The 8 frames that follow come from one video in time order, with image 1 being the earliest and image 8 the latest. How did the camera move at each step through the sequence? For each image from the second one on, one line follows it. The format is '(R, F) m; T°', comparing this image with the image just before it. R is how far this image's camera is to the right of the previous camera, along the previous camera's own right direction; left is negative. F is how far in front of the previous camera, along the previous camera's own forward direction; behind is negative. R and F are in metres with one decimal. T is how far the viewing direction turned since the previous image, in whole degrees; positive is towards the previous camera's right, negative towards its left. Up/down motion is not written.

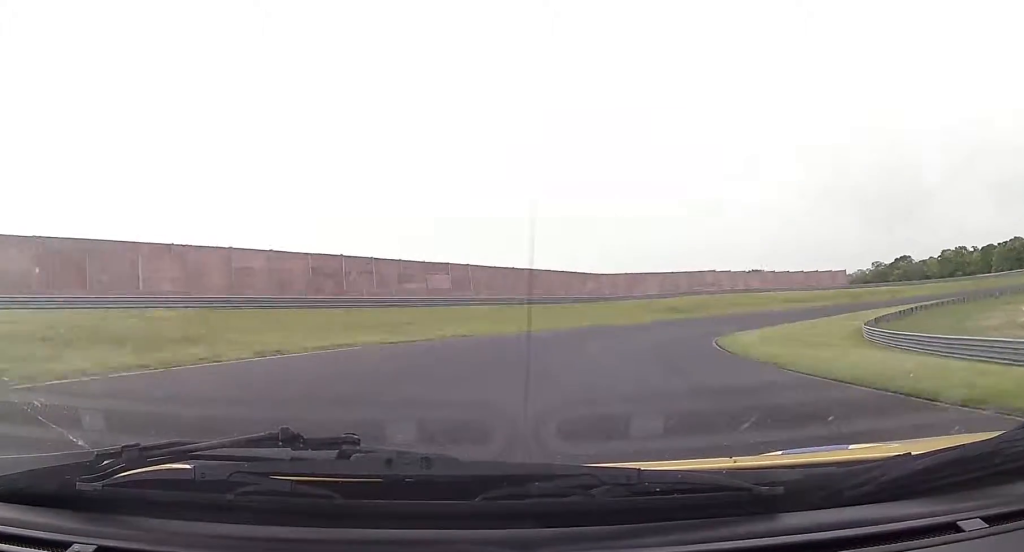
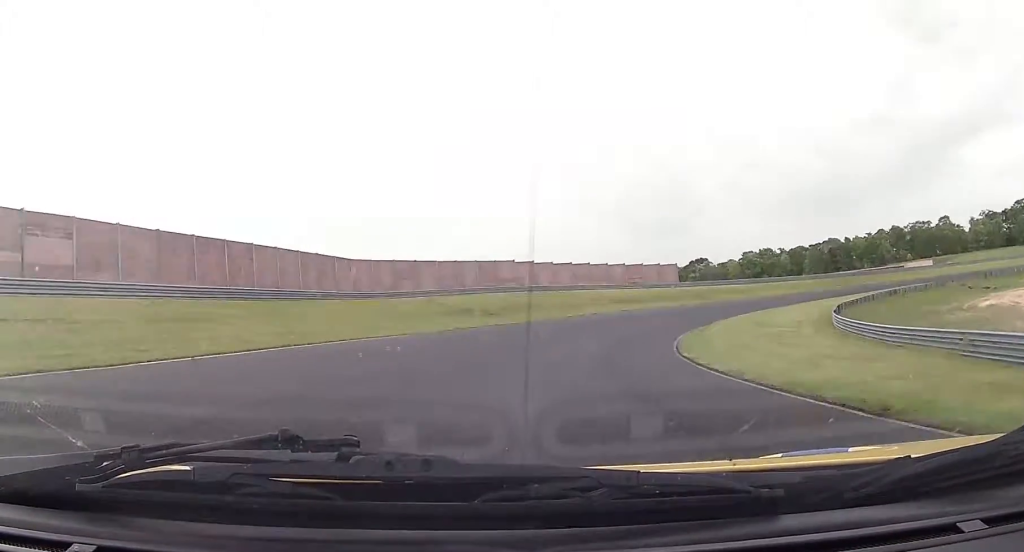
(+5.1, +31.1) m; +19°
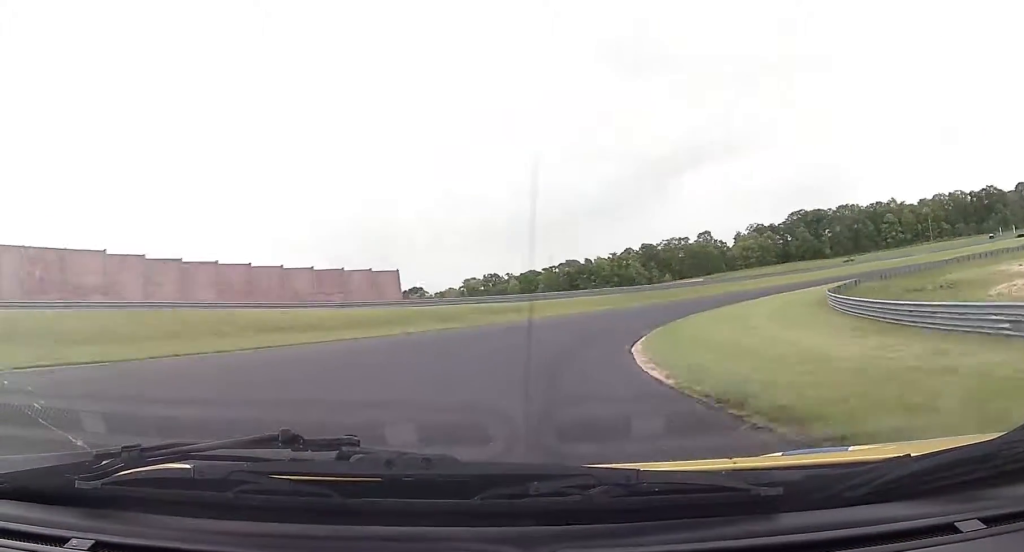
(+8.4, +42.3) m; +25°
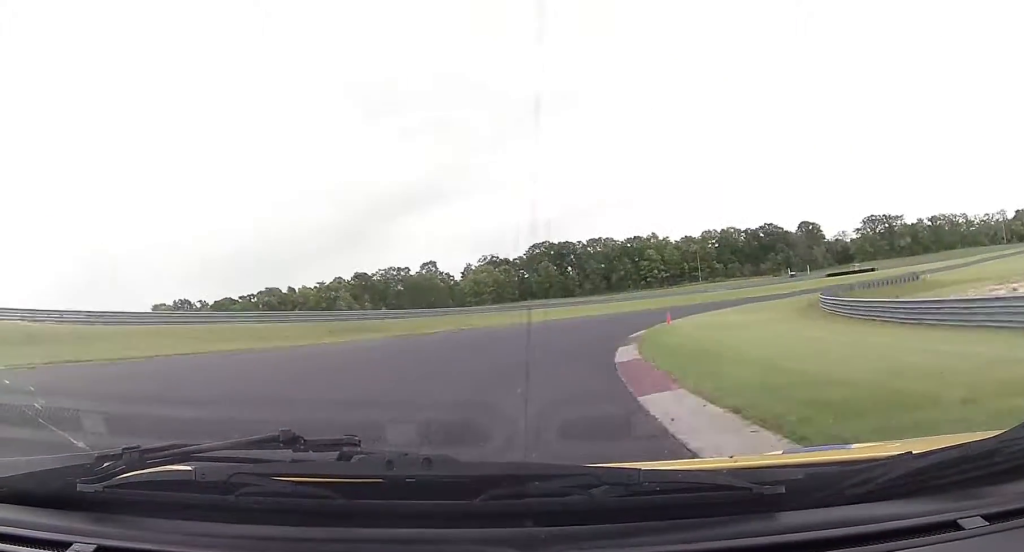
(+8.4, +40.5) m; +22°
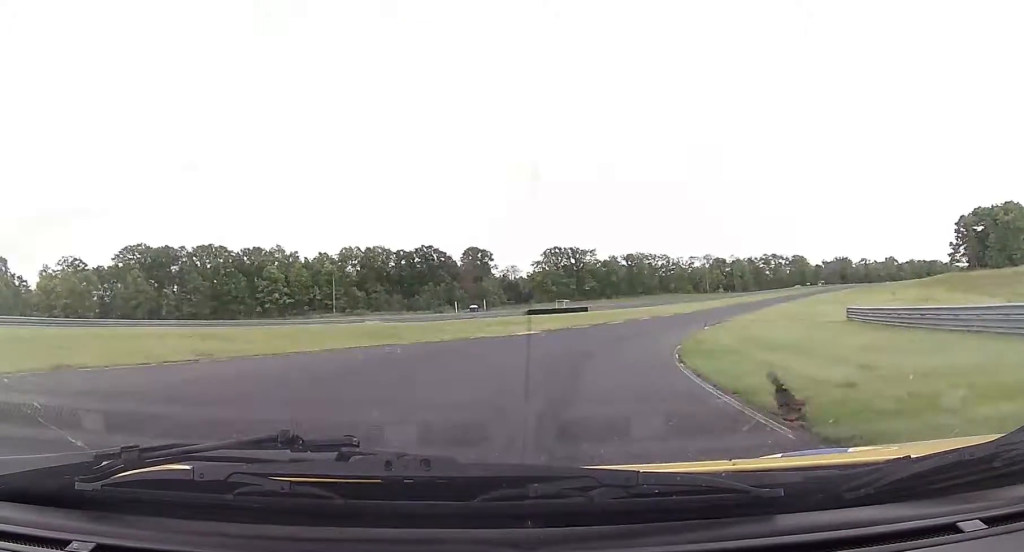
(+15.6, +56.4) m; +28°
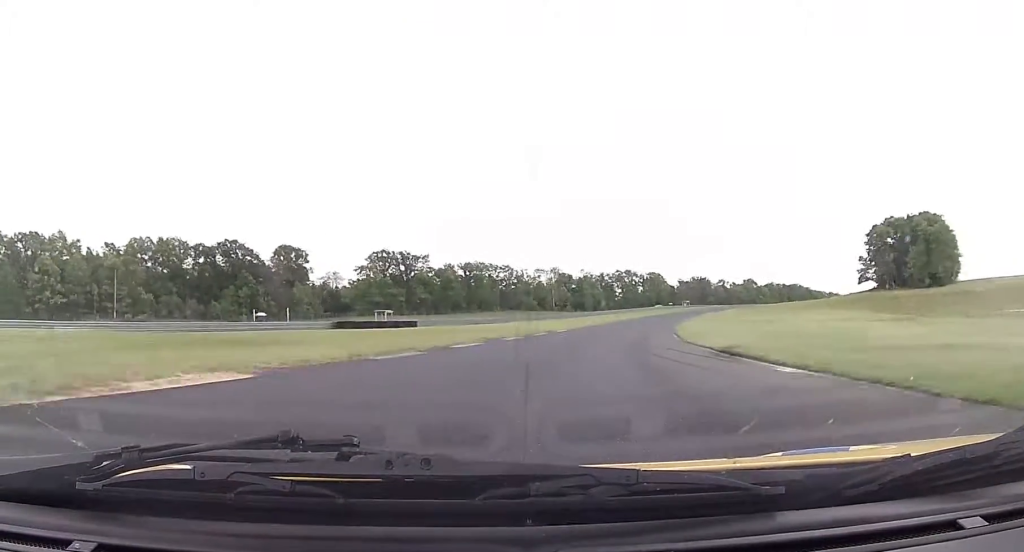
(+3.8, +34.1) m; +11°
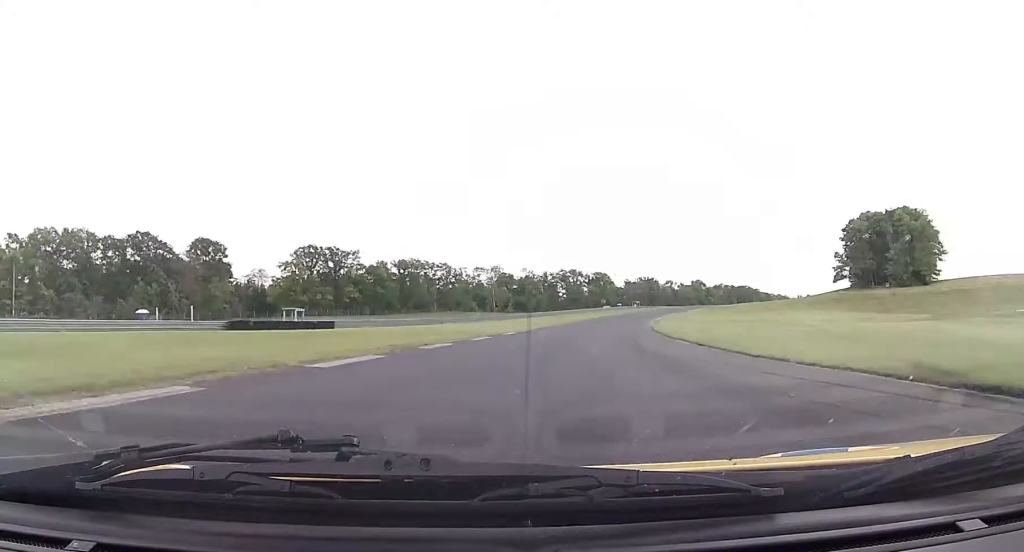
(+0.9, +16.9) m; +4°
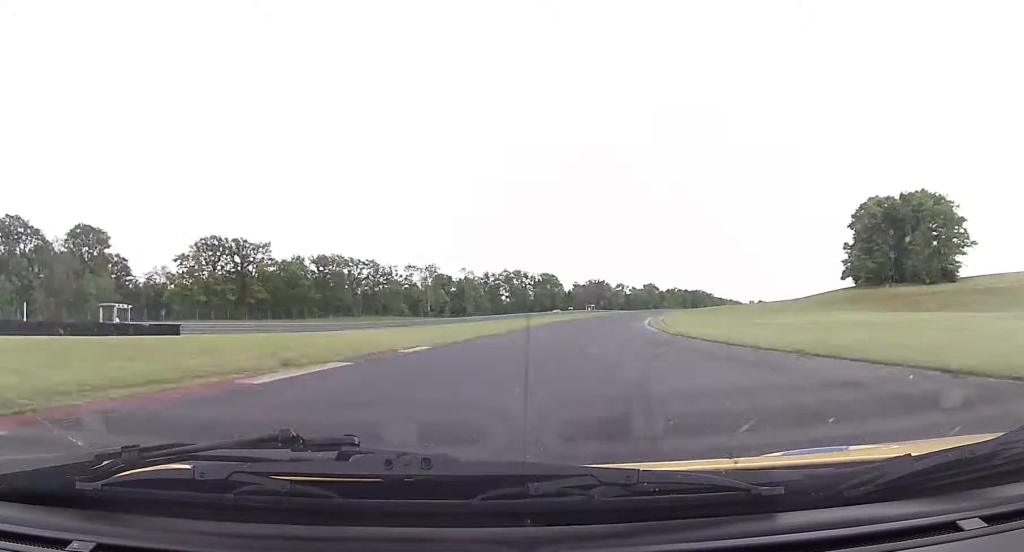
(+1.7, +29.6) m; +6°
